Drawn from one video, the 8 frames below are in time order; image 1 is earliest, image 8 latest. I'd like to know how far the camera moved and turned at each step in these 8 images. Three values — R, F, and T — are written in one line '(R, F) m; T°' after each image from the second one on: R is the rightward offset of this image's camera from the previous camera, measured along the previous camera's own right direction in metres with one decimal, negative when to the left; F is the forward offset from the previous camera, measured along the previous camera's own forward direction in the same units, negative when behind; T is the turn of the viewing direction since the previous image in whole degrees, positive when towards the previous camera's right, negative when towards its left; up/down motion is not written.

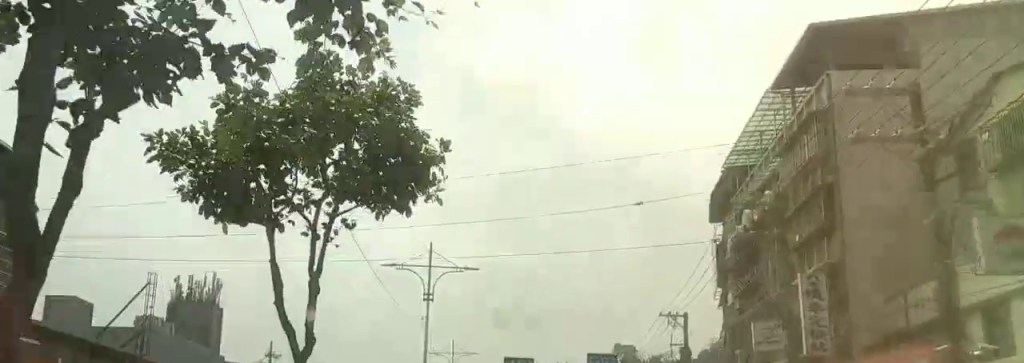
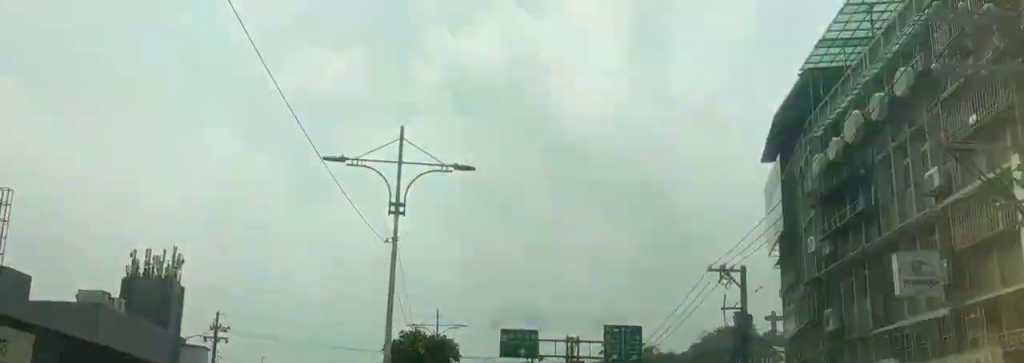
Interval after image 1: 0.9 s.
(+0.5, +12.6) m; -2°
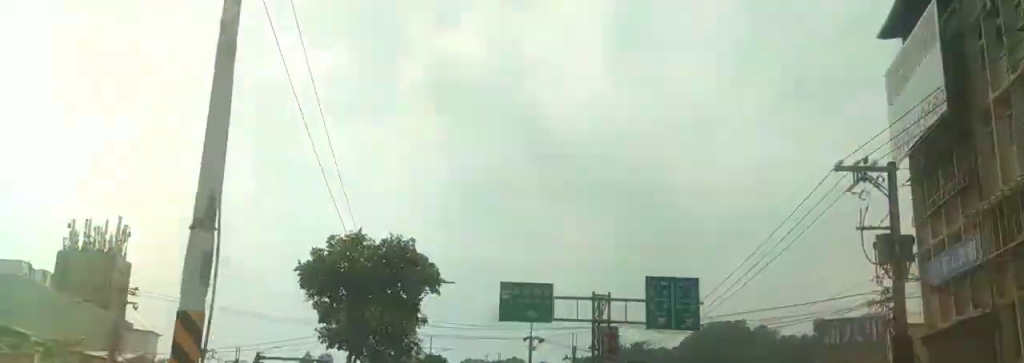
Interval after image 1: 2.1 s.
(-0.8, +15.7) m; +2°
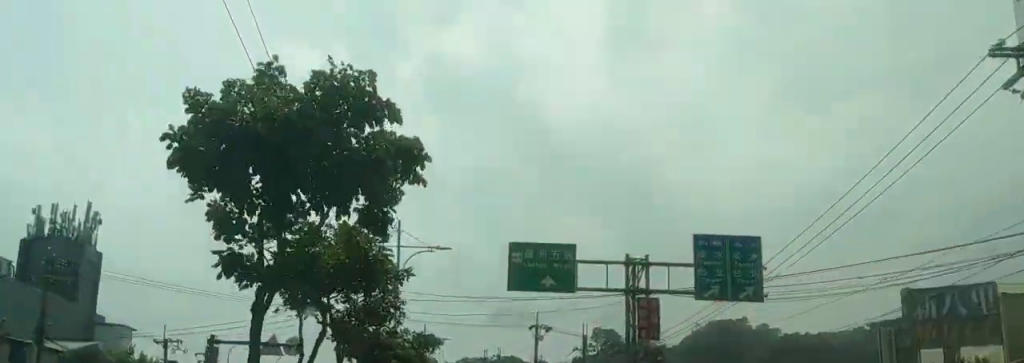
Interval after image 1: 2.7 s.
(+0.6, +8.1) m; +3°
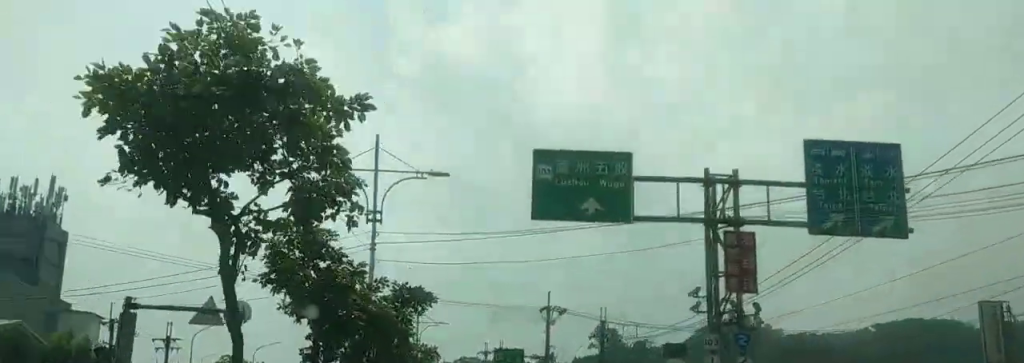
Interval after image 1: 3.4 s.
(+0.1, +9.8) m; +1°
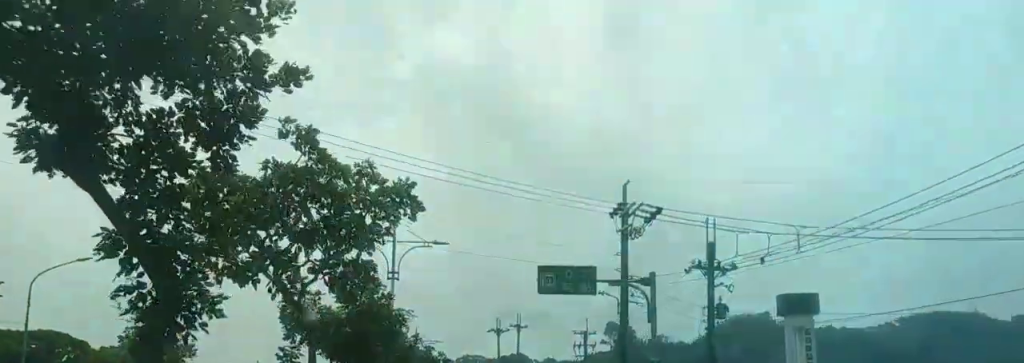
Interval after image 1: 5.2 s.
(-0.2, +24.5) m; -2°
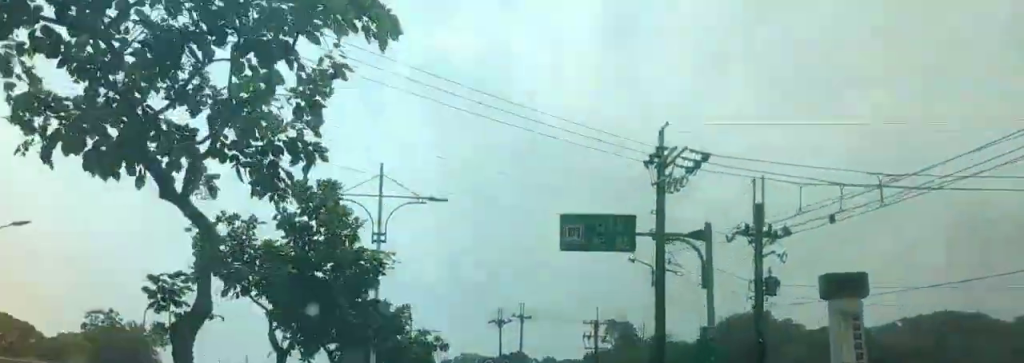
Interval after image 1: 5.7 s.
(0.0, +5.7) m; -2°
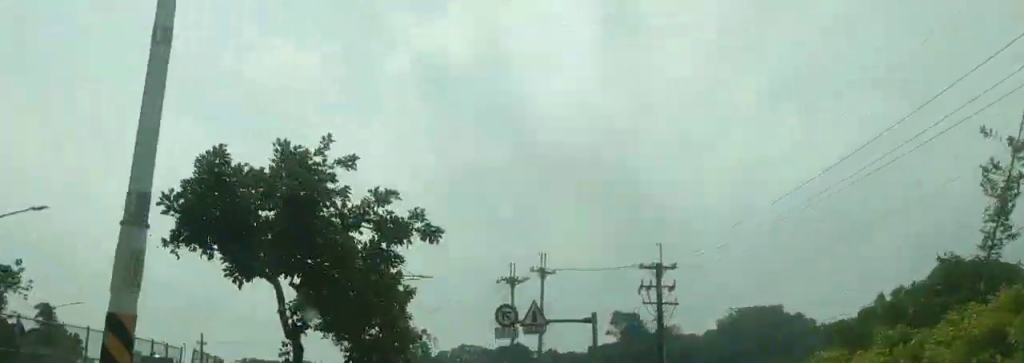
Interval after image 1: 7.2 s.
(-0.7, +18.1) m; -1°
